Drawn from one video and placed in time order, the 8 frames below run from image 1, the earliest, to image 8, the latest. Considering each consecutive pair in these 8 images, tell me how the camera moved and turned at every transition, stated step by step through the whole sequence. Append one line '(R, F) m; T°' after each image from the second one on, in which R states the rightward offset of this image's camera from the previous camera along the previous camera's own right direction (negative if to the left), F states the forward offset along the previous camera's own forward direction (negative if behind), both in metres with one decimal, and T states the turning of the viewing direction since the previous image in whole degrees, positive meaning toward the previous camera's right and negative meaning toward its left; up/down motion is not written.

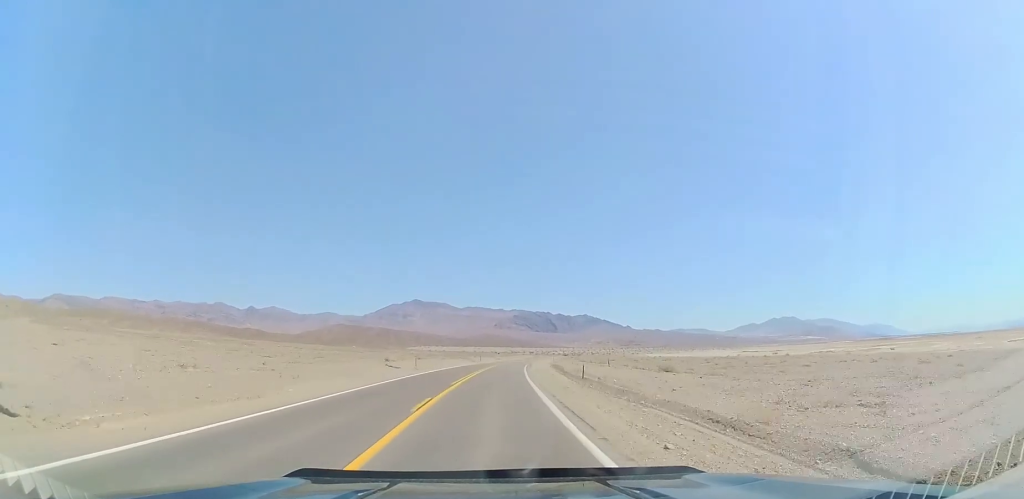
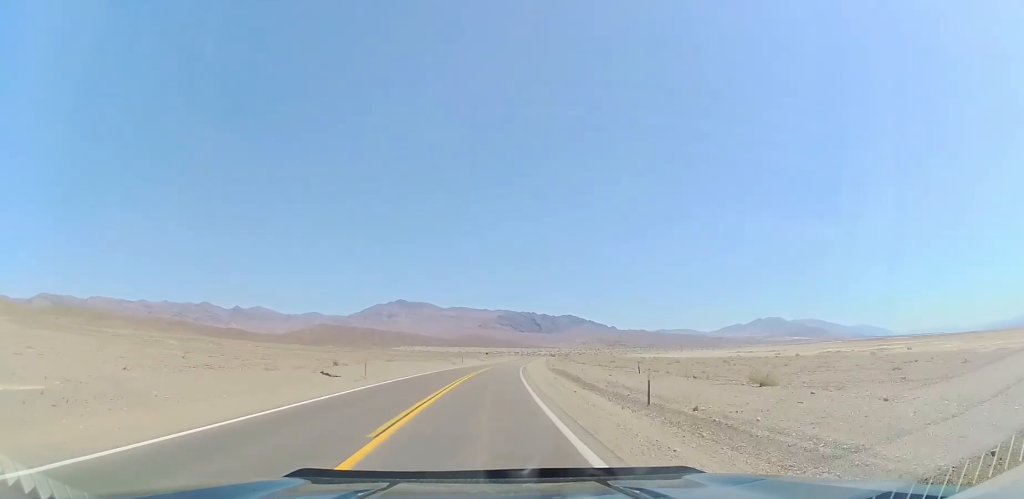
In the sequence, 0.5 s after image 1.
(+0.3, +15.6) m; +1°
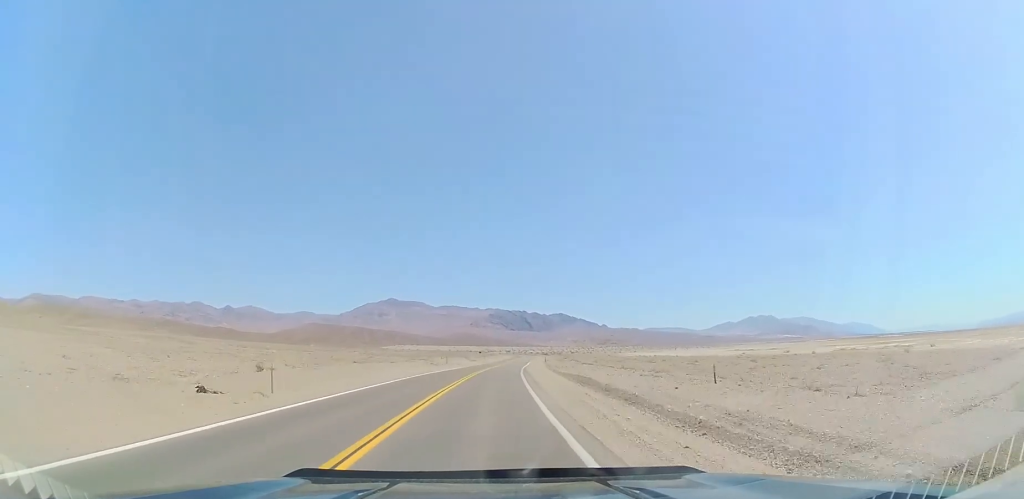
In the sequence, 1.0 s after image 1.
(-0.2, +14.7) m; +1°
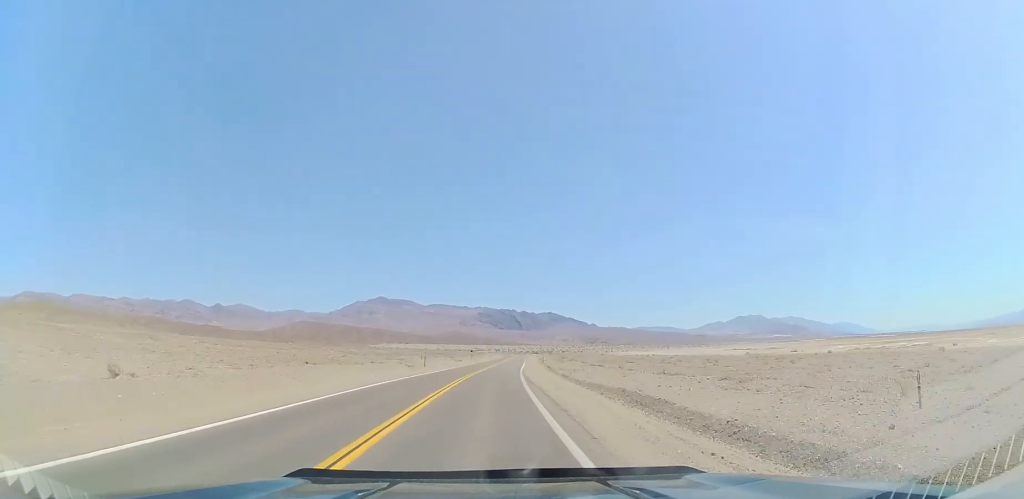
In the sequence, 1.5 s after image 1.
(-0.3, +13.7) m; +1°
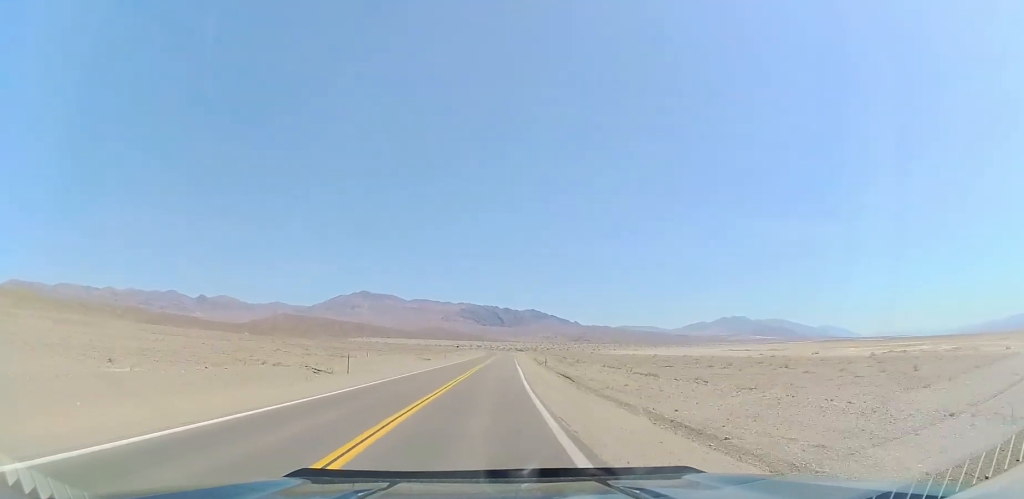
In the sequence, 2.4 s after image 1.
(+1.1, +26.3) m; +4°
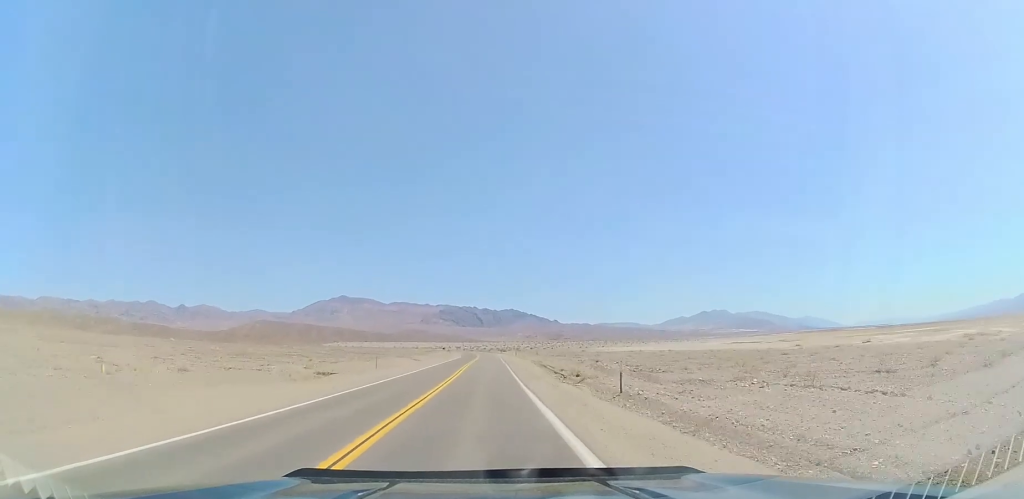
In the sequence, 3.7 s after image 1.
(+1.1, +37.5) m; +2°
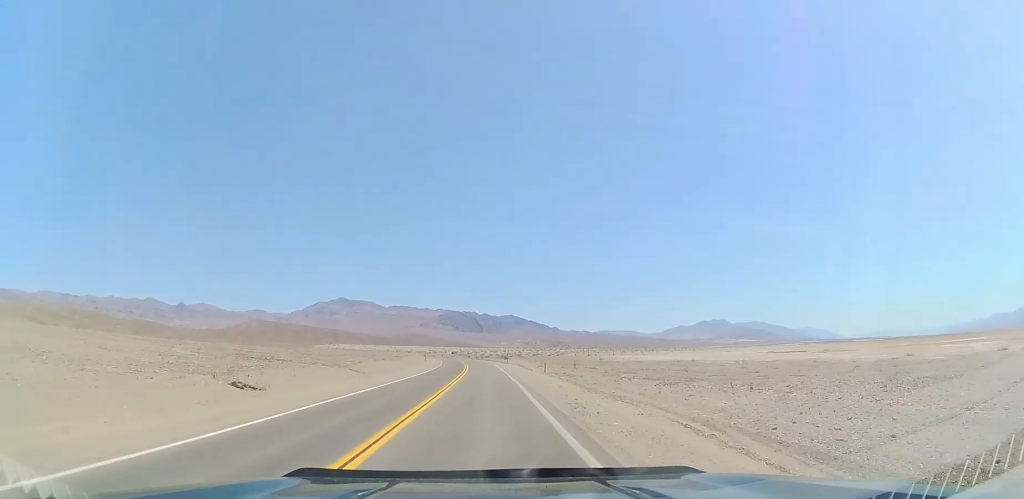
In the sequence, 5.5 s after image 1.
(+0.3, +50.7) m; 0°
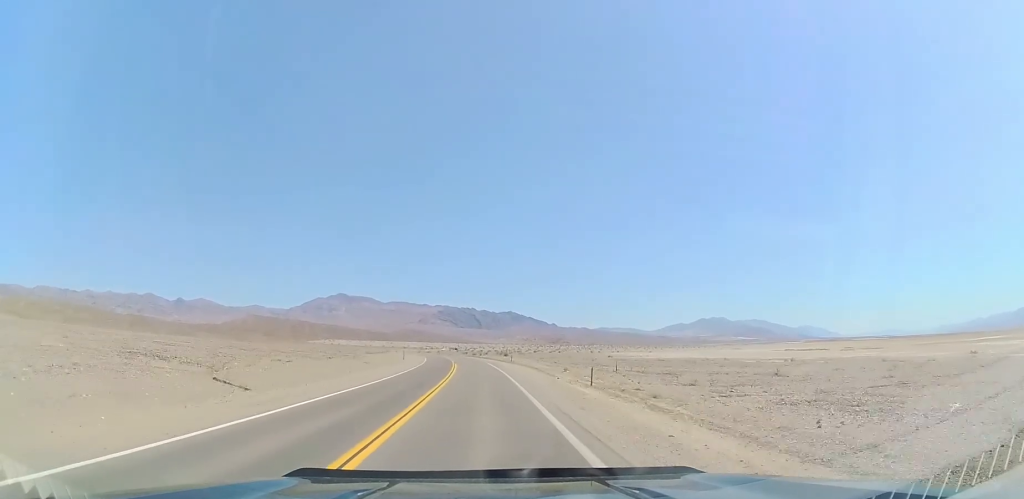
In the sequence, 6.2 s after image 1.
(0.0, +21.1) m; 0°
